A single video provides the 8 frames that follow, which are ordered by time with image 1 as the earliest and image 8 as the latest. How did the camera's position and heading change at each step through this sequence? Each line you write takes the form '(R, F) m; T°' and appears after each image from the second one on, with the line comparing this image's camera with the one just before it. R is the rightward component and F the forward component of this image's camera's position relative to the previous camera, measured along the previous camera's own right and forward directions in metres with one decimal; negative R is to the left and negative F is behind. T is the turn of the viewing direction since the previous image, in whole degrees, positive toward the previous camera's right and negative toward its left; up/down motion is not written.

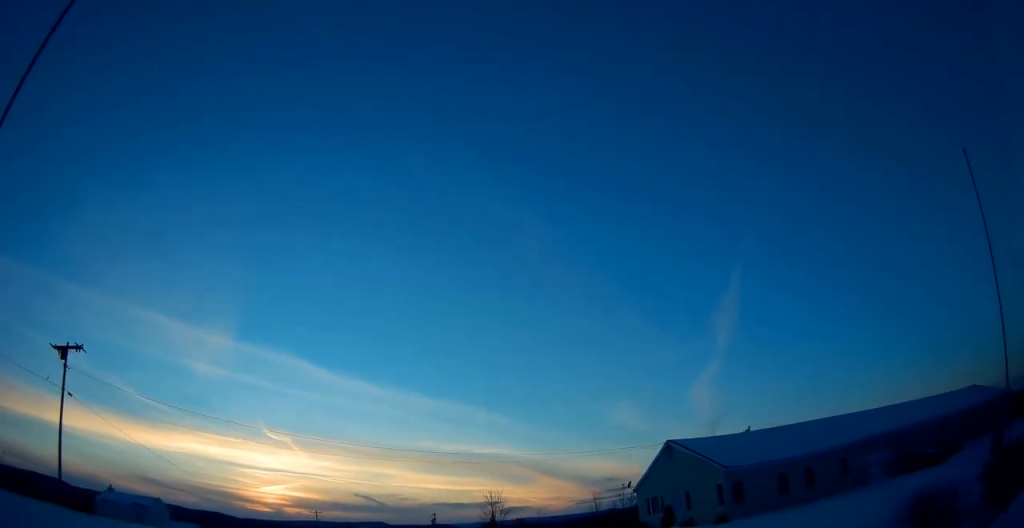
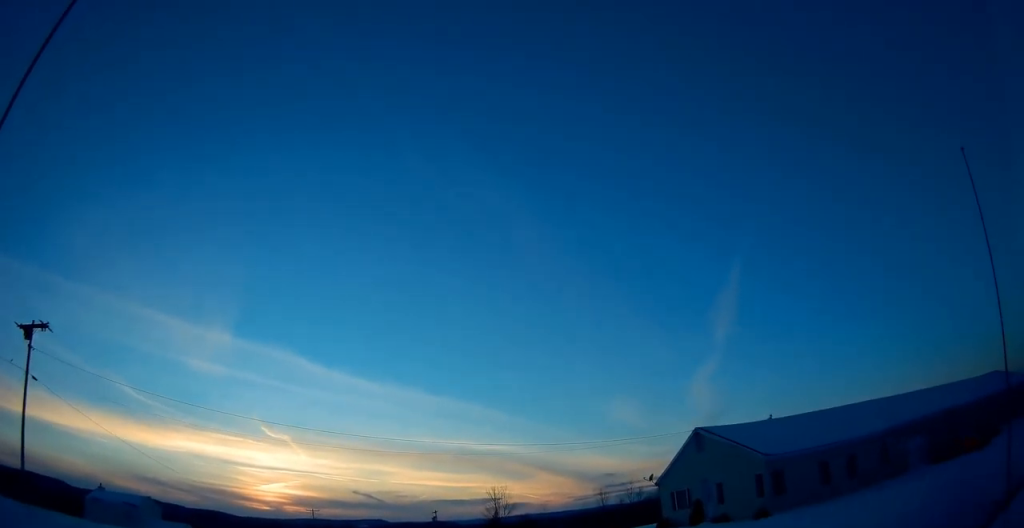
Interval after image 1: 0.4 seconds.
(-0.2, +4.0) m; 0°
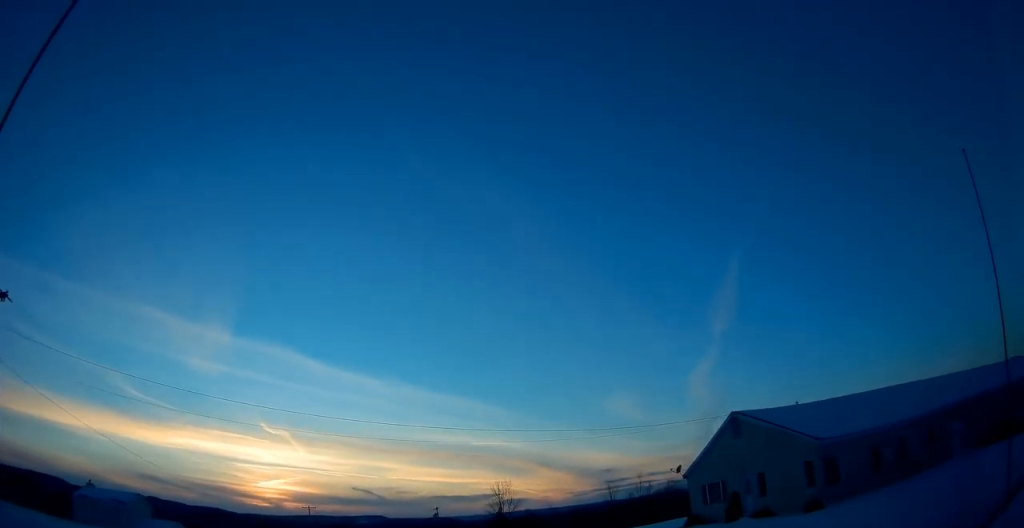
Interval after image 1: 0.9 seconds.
(+0.1, +4.2) m; +1°
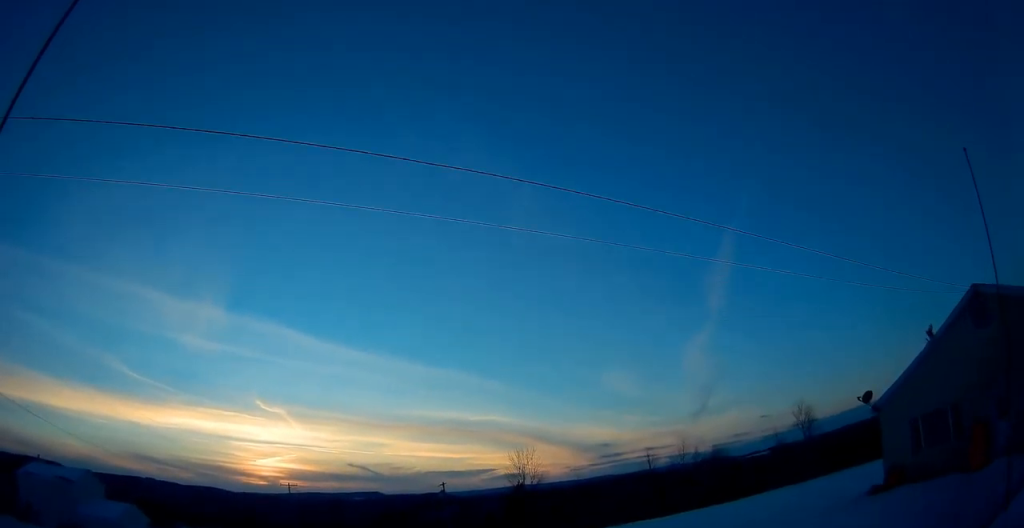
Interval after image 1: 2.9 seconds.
(0.0, +16.9) m; -3°
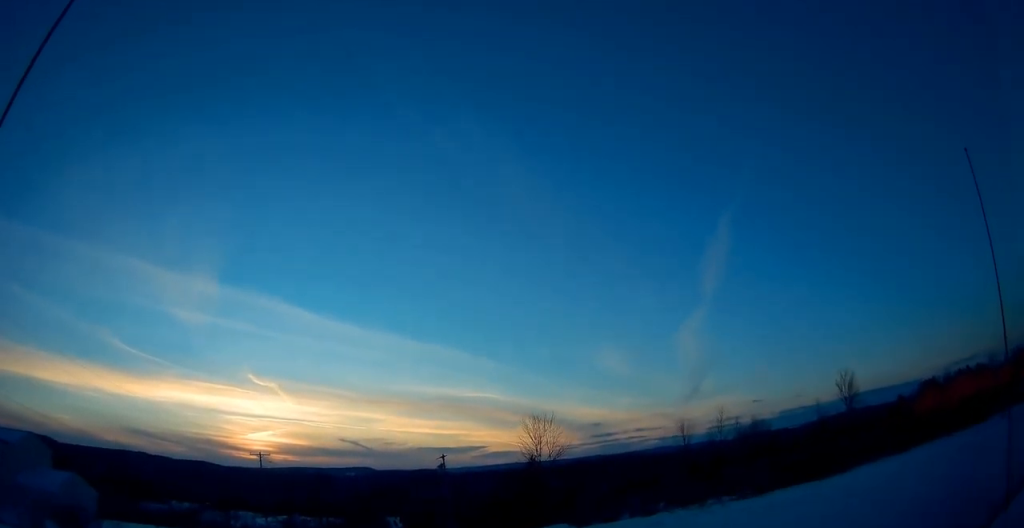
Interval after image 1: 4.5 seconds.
(0.0, +12.1) m; 0°
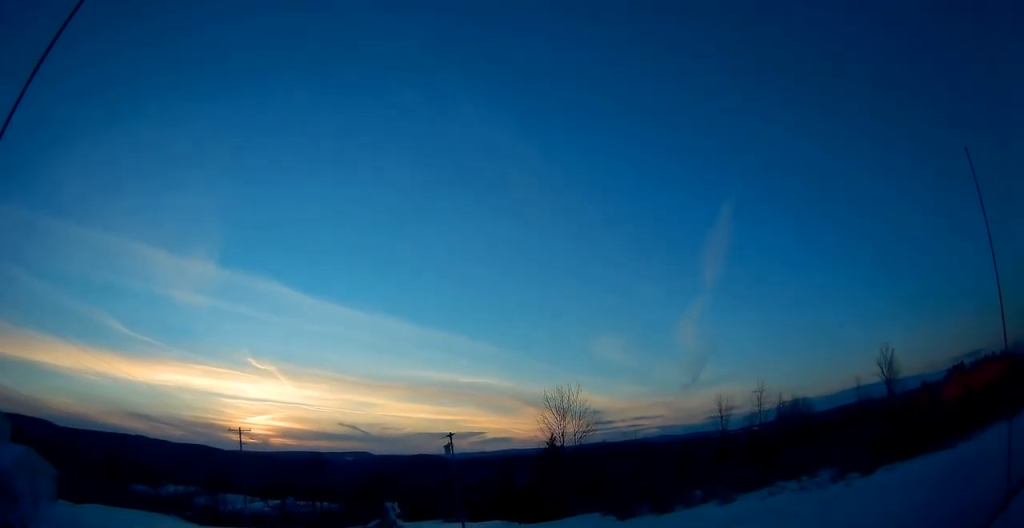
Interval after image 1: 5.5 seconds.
(-0.4, +8.0) m; 0°
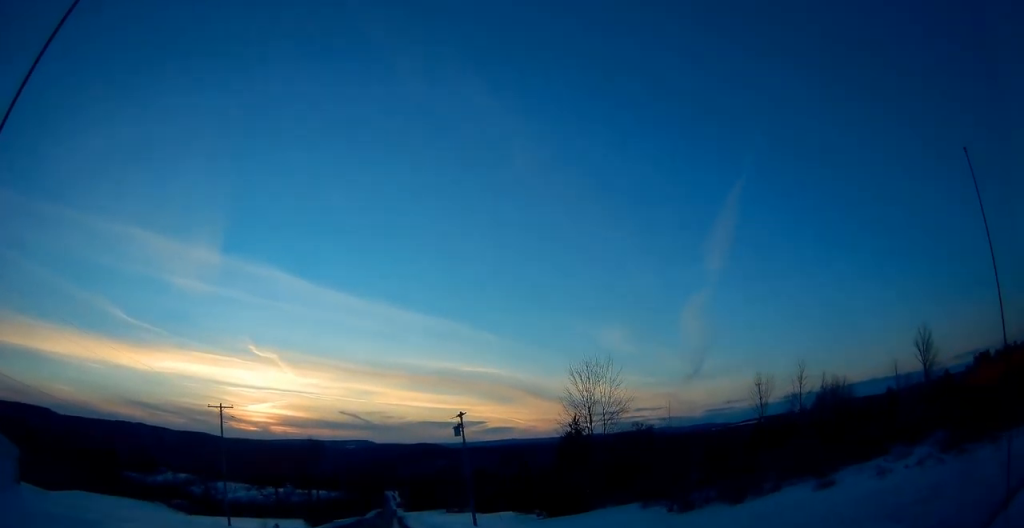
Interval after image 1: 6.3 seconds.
(+0.3, +6.5) m; +1°
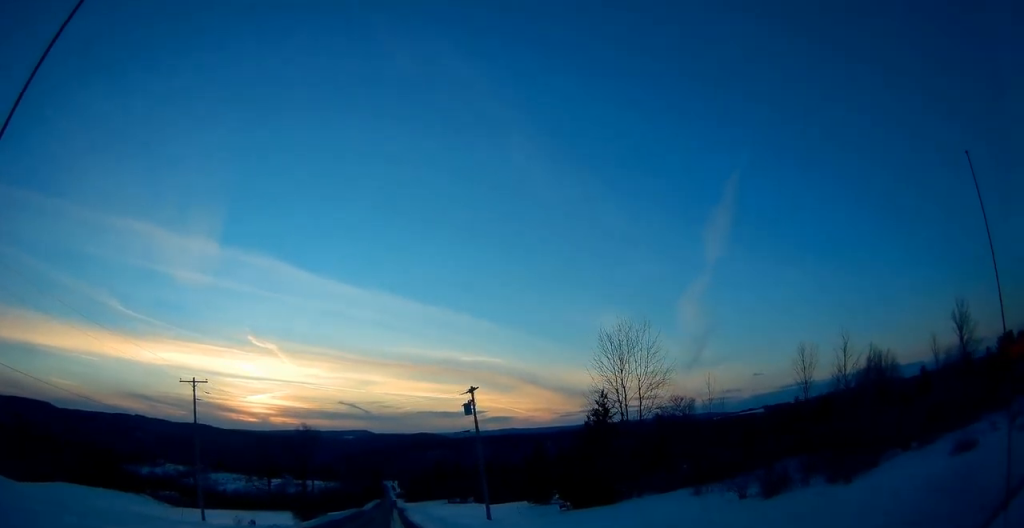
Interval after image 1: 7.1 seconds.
(-0.1, +6.6) m; -1°
